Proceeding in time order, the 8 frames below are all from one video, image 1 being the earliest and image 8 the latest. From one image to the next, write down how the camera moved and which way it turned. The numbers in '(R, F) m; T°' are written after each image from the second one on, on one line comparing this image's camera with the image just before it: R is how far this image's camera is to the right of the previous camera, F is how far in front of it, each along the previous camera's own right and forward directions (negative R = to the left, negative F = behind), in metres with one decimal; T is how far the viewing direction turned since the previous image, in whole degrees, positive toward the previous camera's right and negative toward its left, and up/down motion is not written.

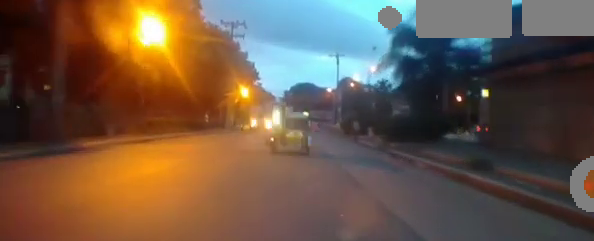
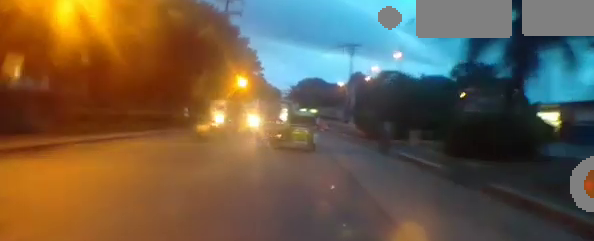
(+0.4, +7.2) m; -2°
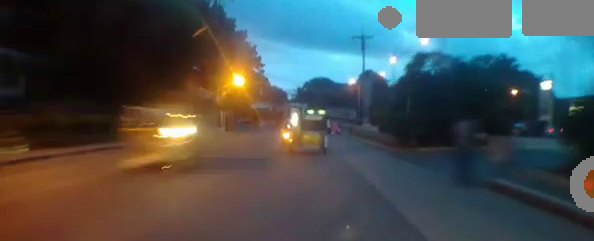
(-0.6, +6.4) m; -6°
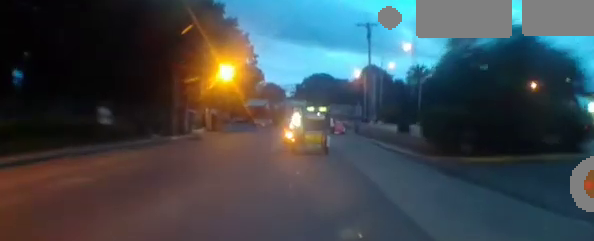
(0.0, +4.6) m; +4°
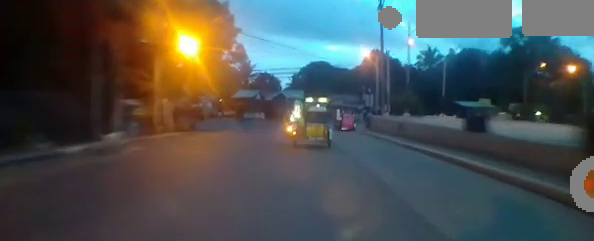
(+0.7, +8.1) m; +2°
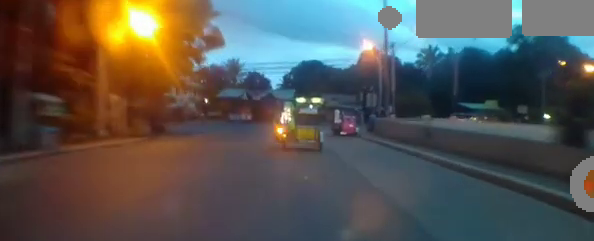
(-0.4, +4.4) m; +2°
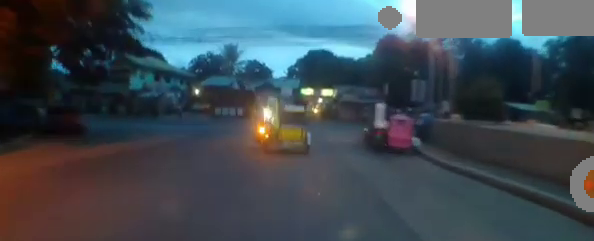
(+0.5, +9.0) m; -3°
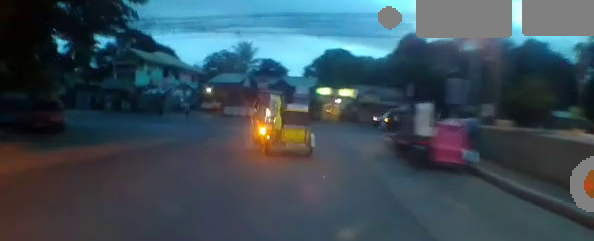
(-0.5, +2.7) m; -4°
